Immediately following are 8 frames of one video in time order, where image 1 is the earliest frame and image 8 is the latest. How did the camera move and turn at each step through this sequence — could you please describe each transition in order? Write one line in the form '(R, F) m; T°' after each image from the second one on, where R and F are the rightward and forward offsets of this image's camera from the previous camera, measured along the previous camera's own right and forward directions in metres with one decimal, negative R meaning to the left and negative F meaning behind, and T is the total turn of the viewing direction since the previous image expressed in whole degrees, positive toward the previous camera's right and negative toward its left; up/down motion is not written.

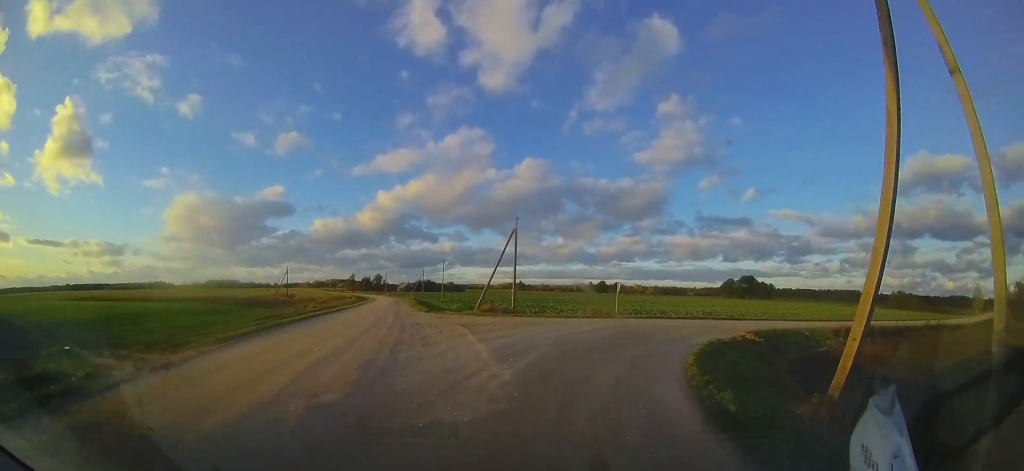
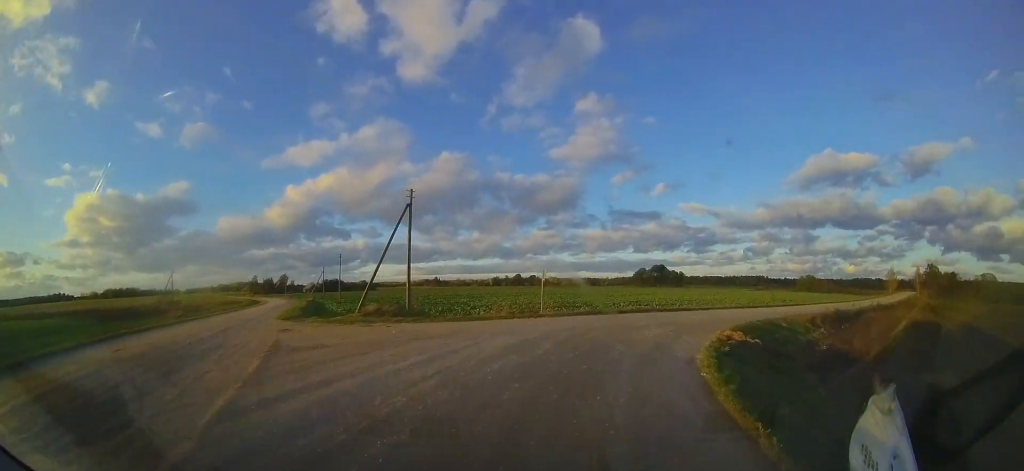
(+0.5, +6.9) m; +10°
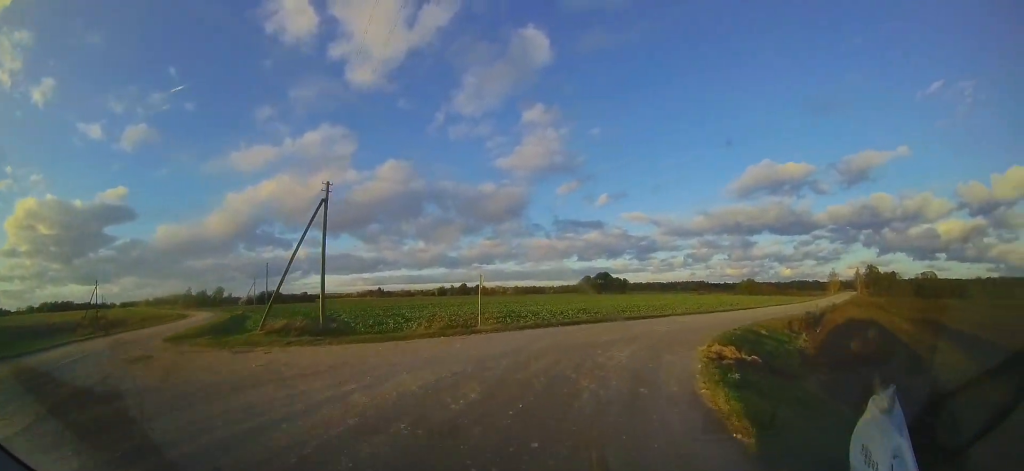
(+0.1, +3.6) m; +7°
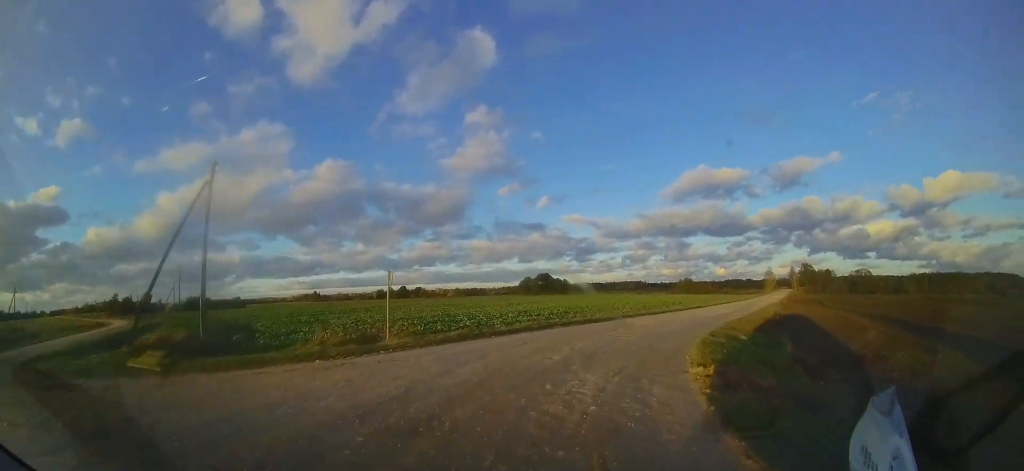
(0.0, +3.7) m; +8°
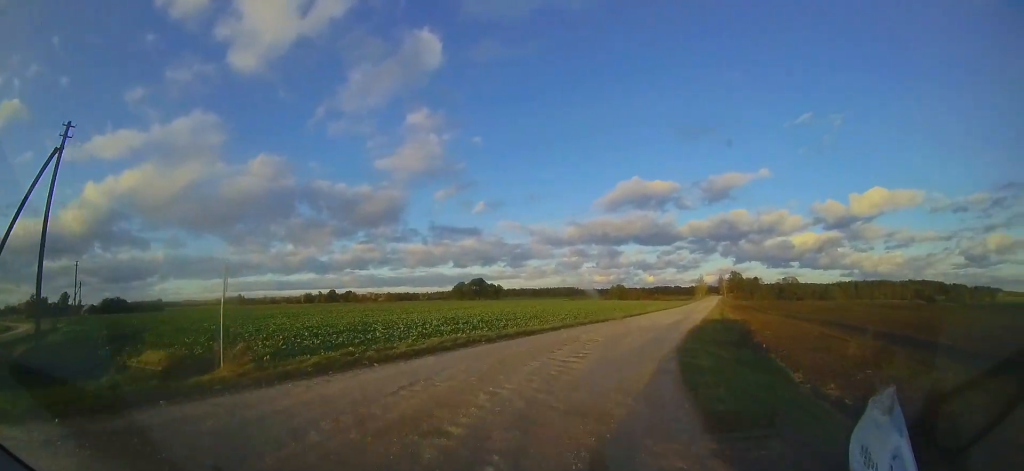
(+0.6, +4.2) m; +13°
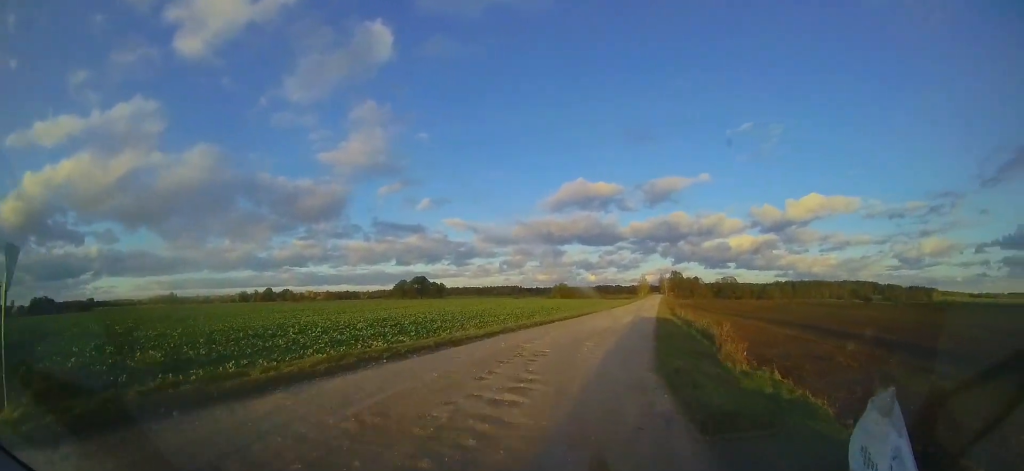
(-0.1, +3.8) m; +12°
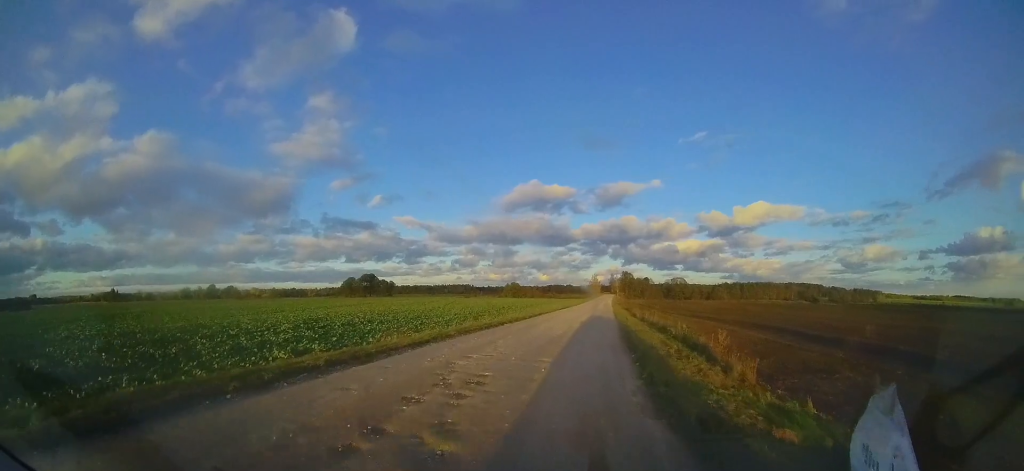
(+0.9, +3.1) m; +11°
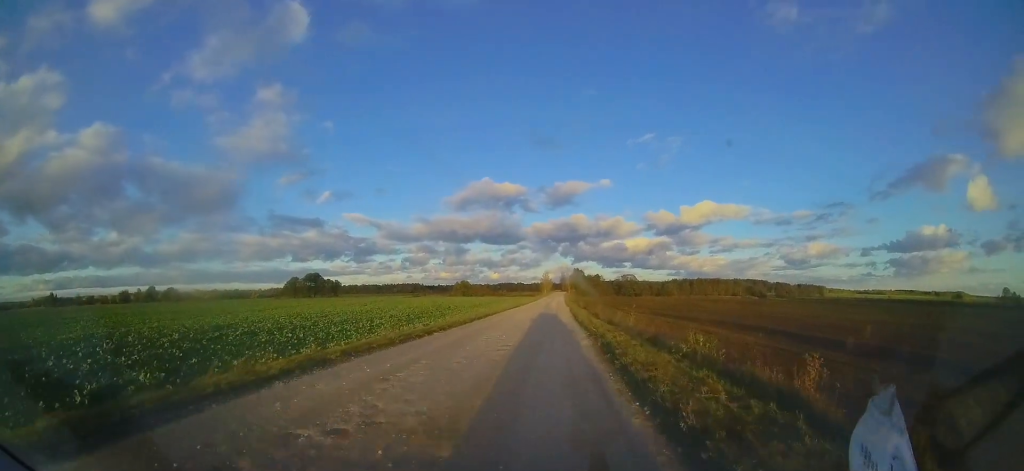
(+0.7, +5.2) m; +16°
